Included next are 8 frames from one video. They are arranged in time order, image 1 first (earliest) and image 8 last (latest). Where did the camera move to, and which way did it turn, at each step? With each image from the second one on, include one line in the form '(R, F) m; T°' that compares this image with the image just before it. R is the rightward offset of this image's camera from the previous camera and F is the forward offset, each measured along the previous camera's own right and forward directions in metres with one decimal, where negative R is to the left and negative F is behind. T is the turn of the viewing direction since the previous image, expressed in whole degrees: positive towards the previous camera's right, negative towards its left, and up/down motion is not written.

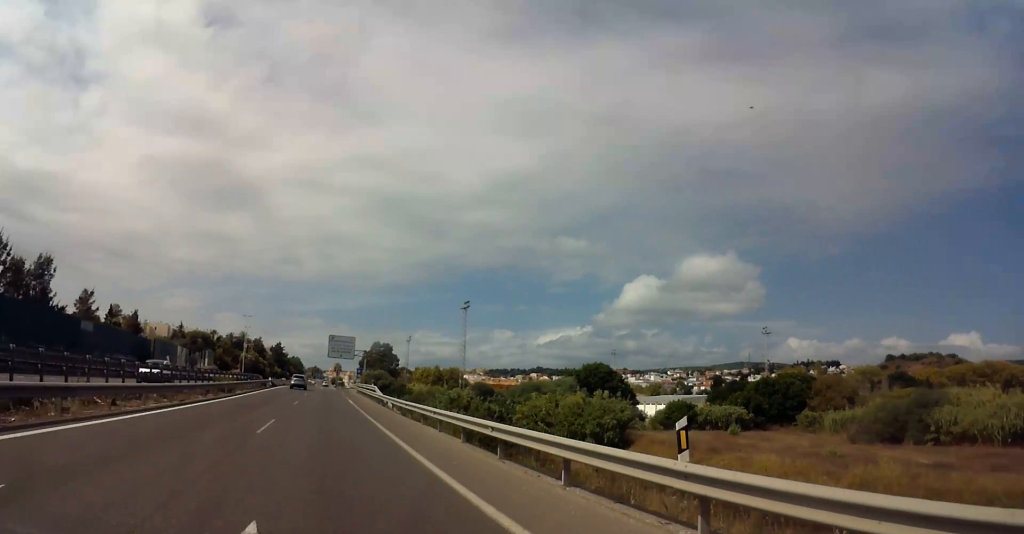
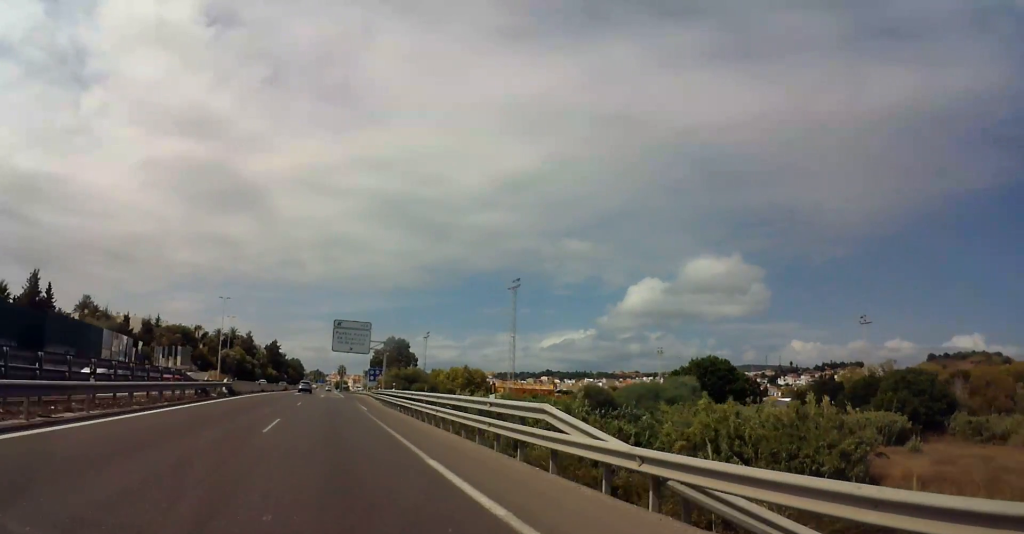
(0.0, +39.2) m; 0°
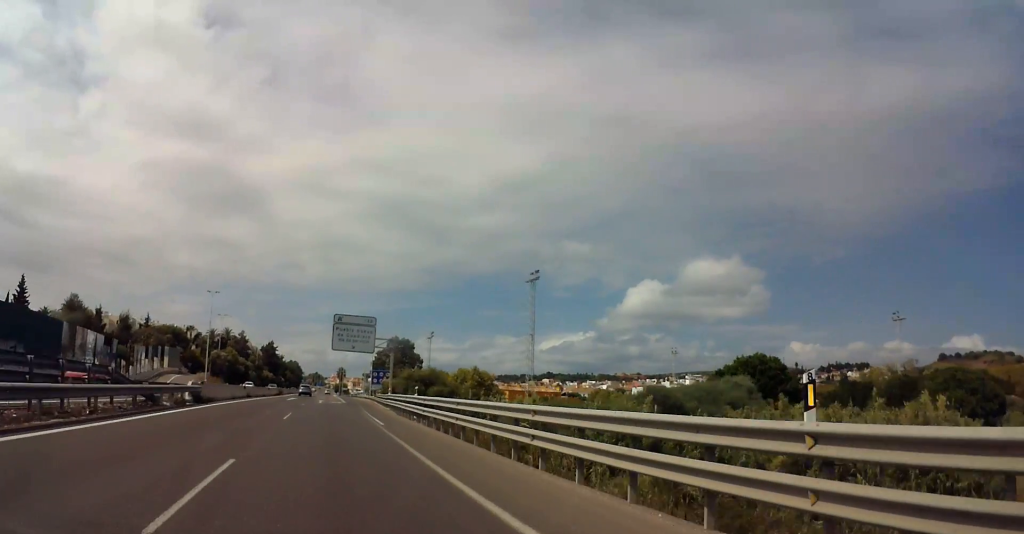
(0.0, +10.6) m; 0°
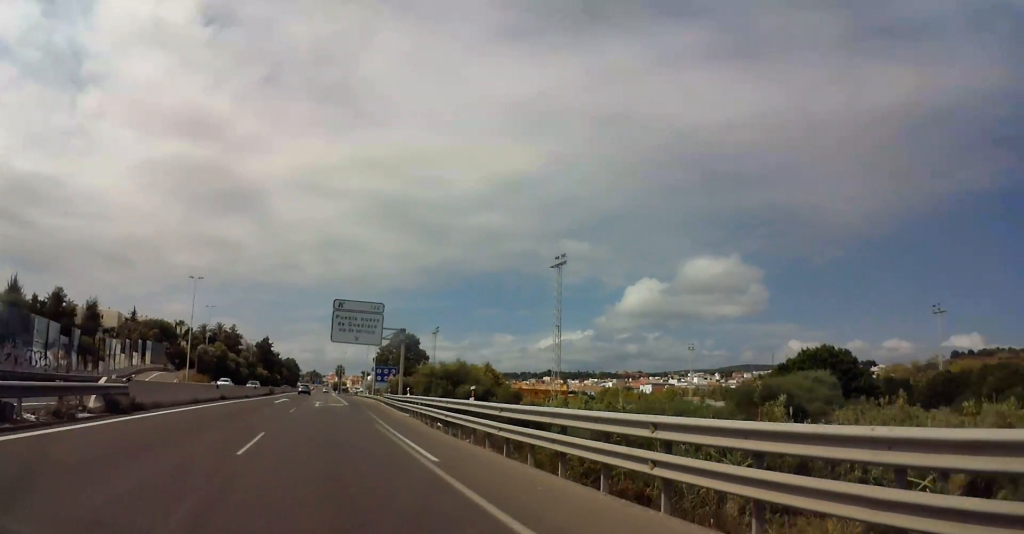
(0.0, +13.4) m; 0°
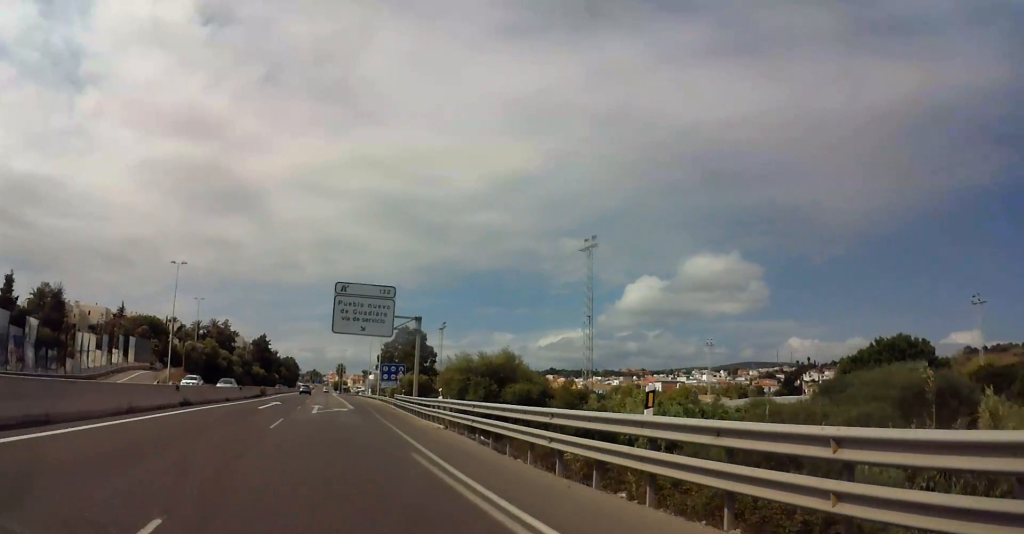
(0.0, +11.5) m; 0°
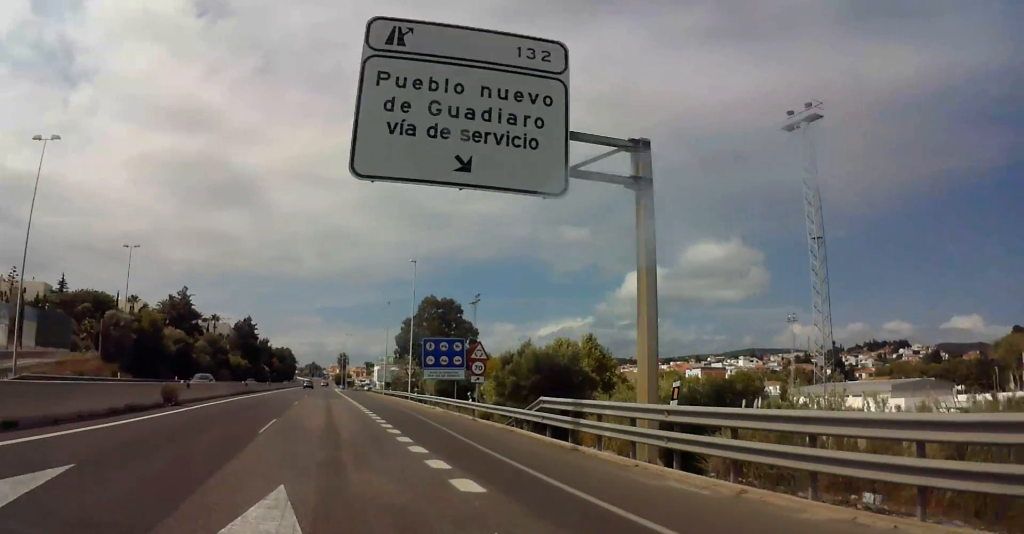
(-0.4, +41.2) m; -2°
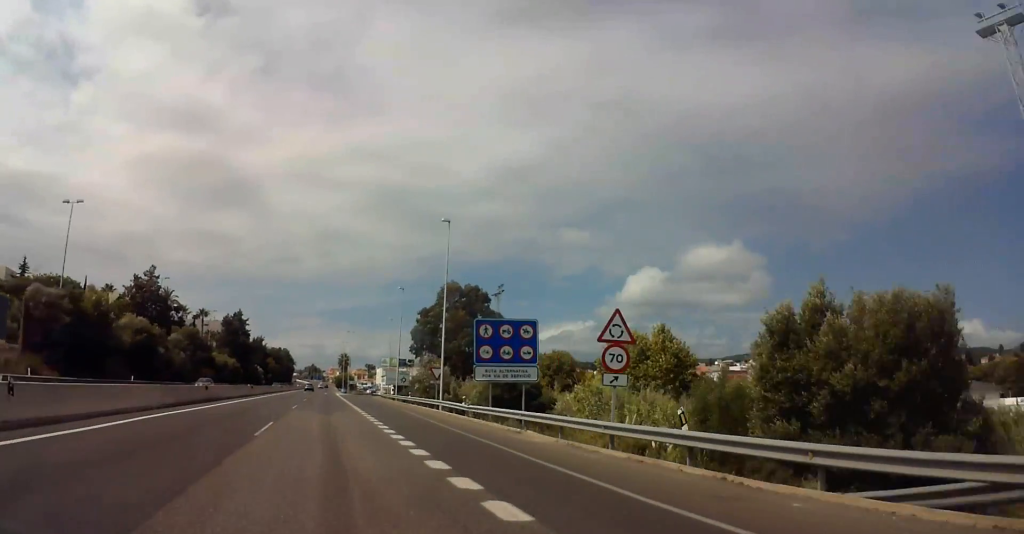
(-0.1, +18.3) m; 0°
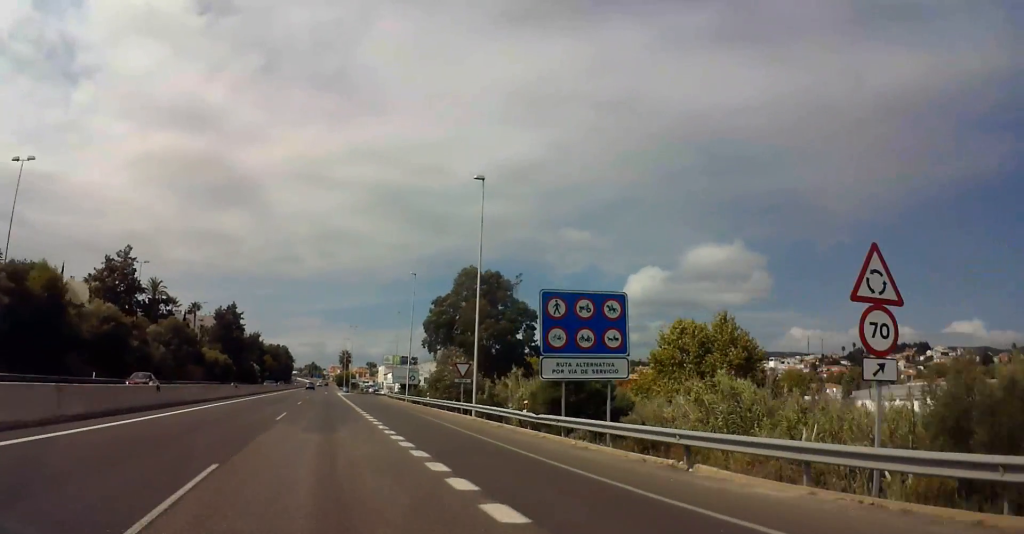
(-0.1, +11.6) m; +1°
